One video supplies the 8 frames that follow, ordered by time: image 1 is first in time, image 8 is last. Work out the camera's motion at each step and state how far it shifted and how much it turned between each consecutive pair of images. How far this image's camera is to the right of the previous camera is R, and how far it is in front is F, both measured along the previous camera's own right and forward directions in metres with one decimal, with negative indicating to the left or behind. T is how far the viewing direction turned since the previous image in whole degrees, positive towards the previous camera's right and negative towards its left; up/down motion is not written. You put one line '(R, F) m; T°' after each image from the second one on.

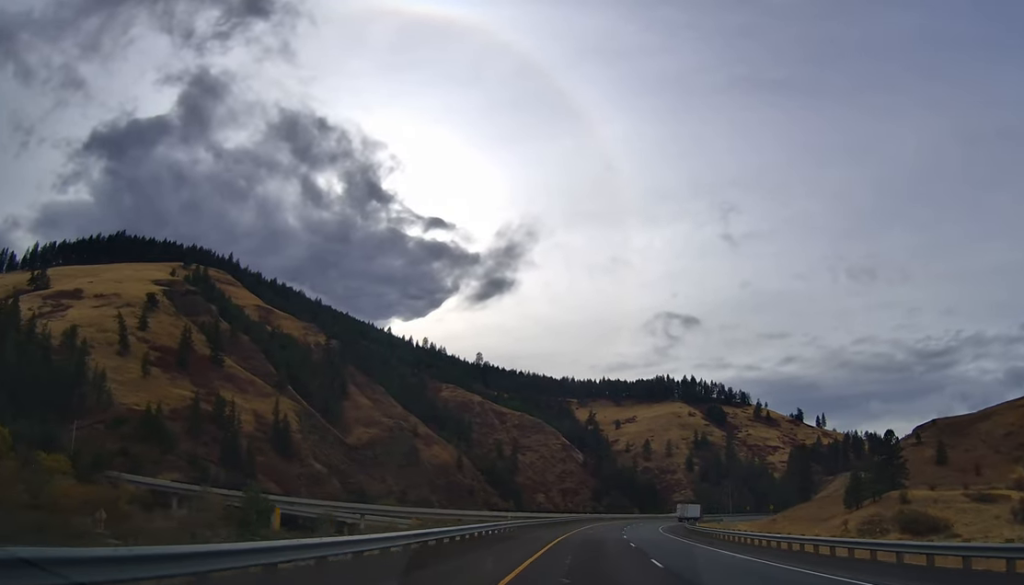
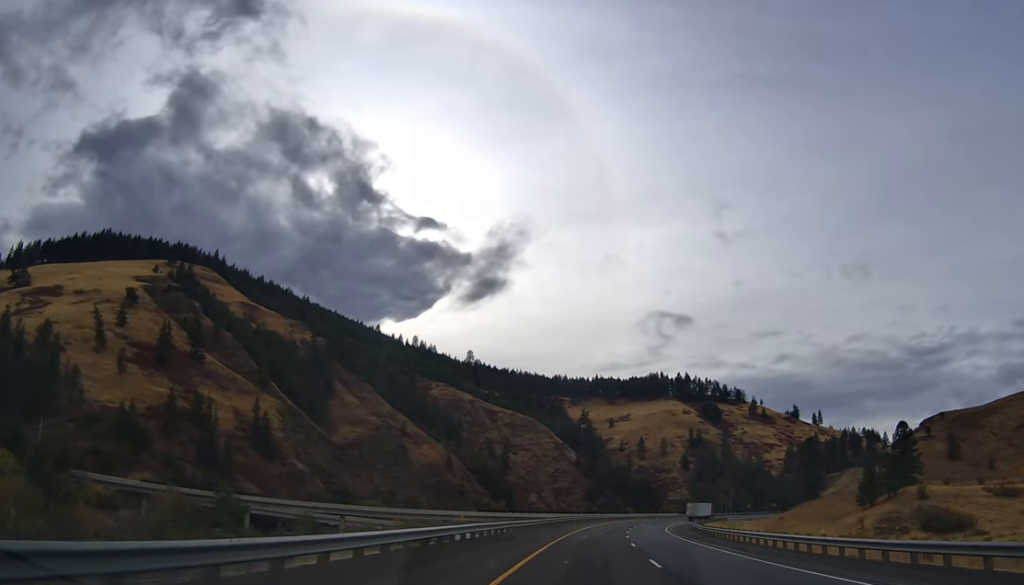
(+0.1, +13.0) m; 0°
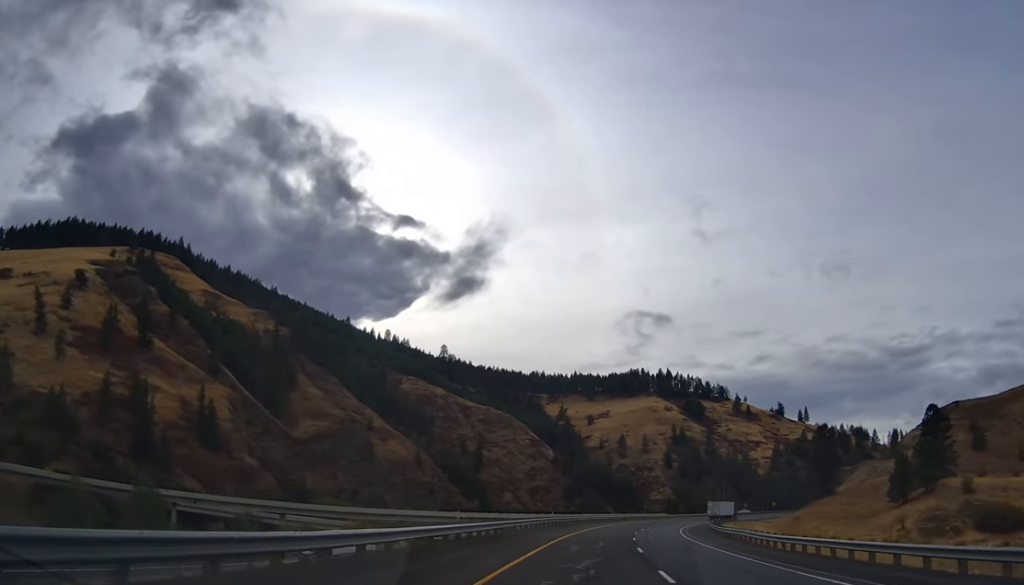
(-0.5, +28.9) m; +1°
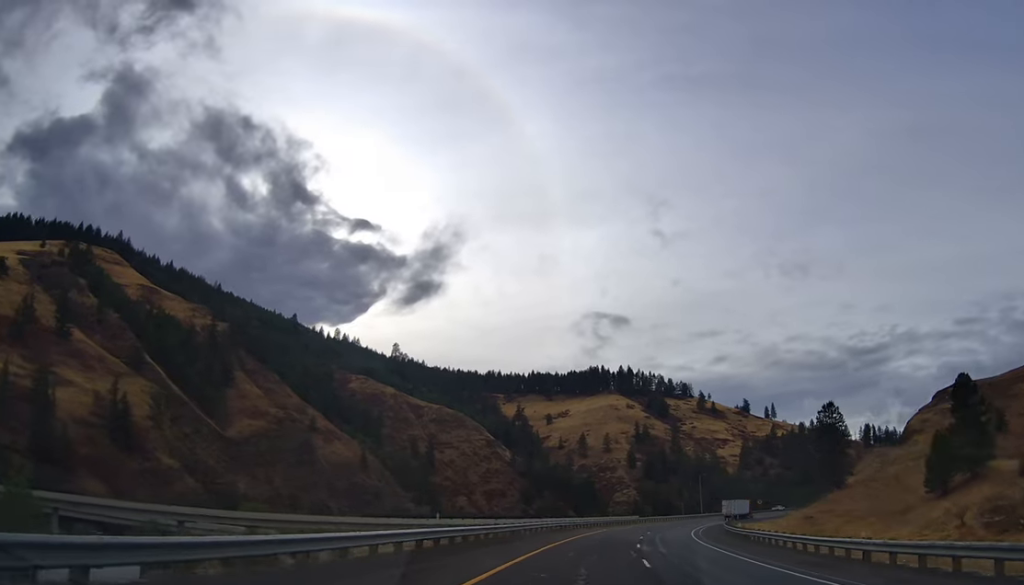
(+1.2, +31.1) m; +3°
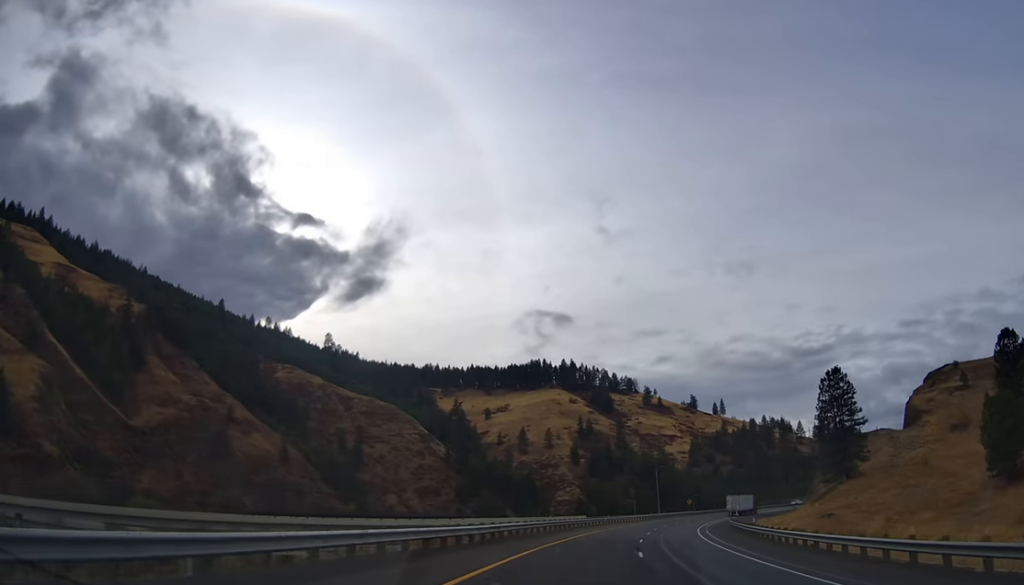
(+0.4, +33.5) m; +3°
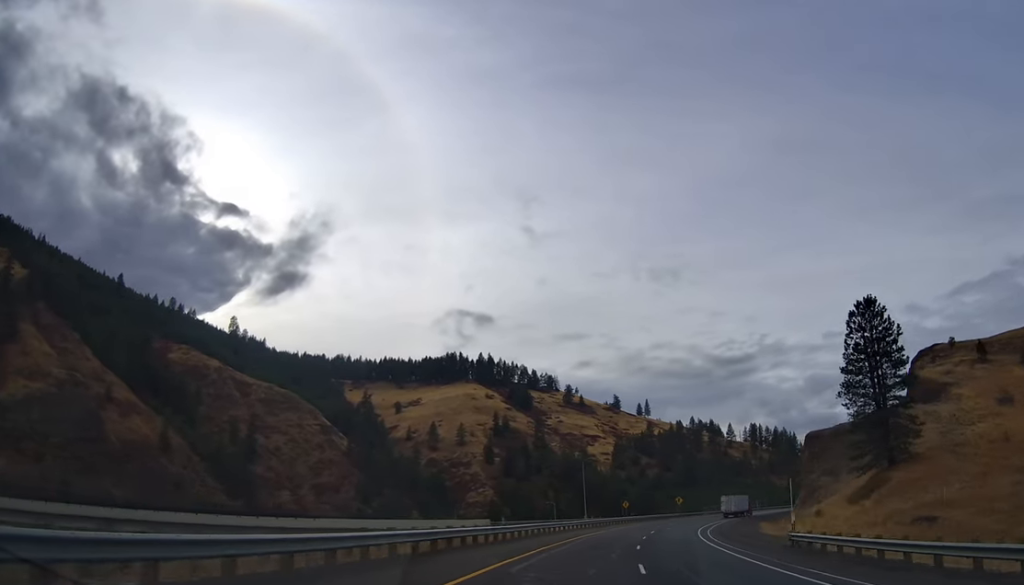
(+2.0, +40.7) m; +6°
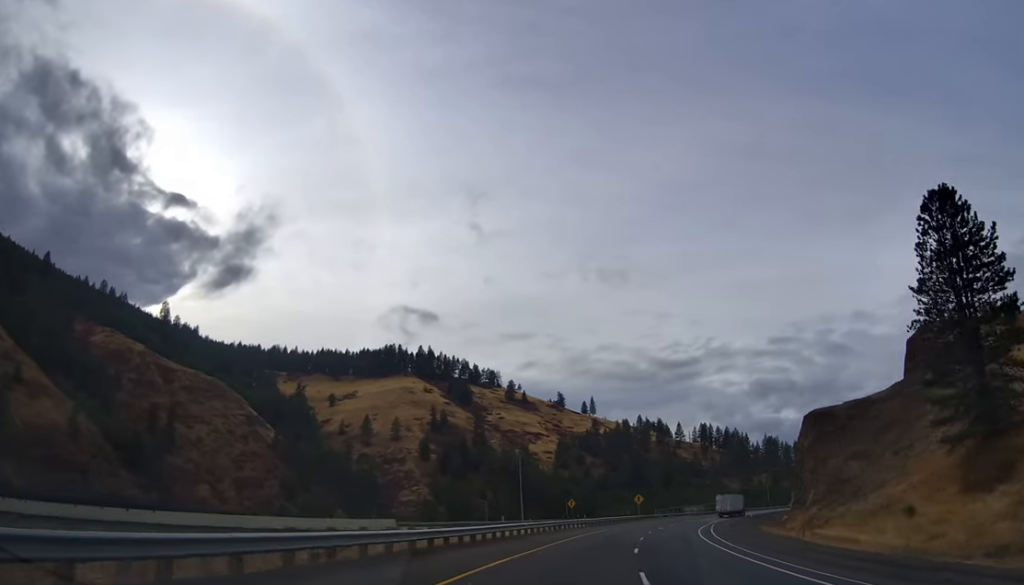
(+1.1, +27.7) m; +5°
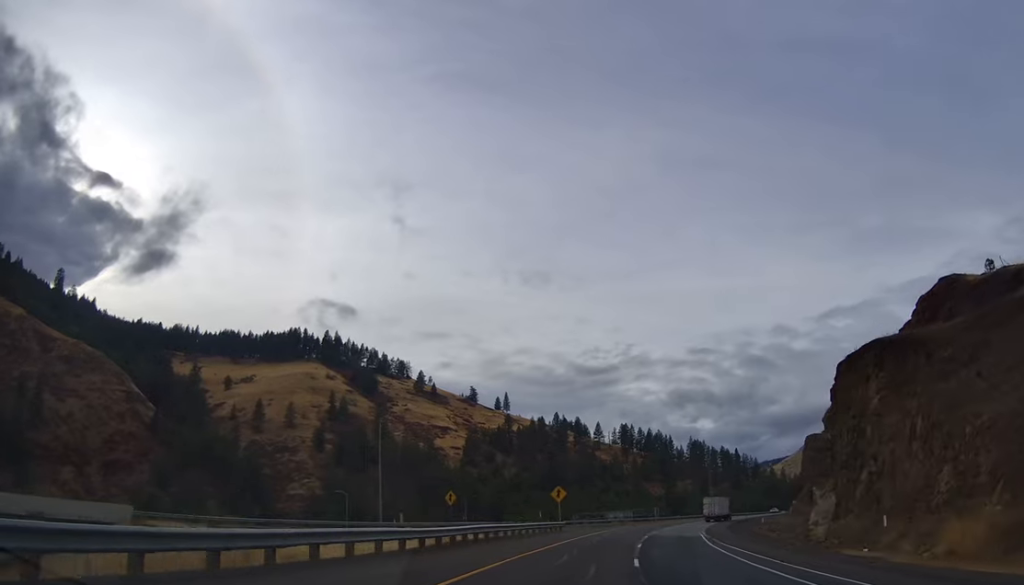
(+2.6, +41.4) m; +8°
